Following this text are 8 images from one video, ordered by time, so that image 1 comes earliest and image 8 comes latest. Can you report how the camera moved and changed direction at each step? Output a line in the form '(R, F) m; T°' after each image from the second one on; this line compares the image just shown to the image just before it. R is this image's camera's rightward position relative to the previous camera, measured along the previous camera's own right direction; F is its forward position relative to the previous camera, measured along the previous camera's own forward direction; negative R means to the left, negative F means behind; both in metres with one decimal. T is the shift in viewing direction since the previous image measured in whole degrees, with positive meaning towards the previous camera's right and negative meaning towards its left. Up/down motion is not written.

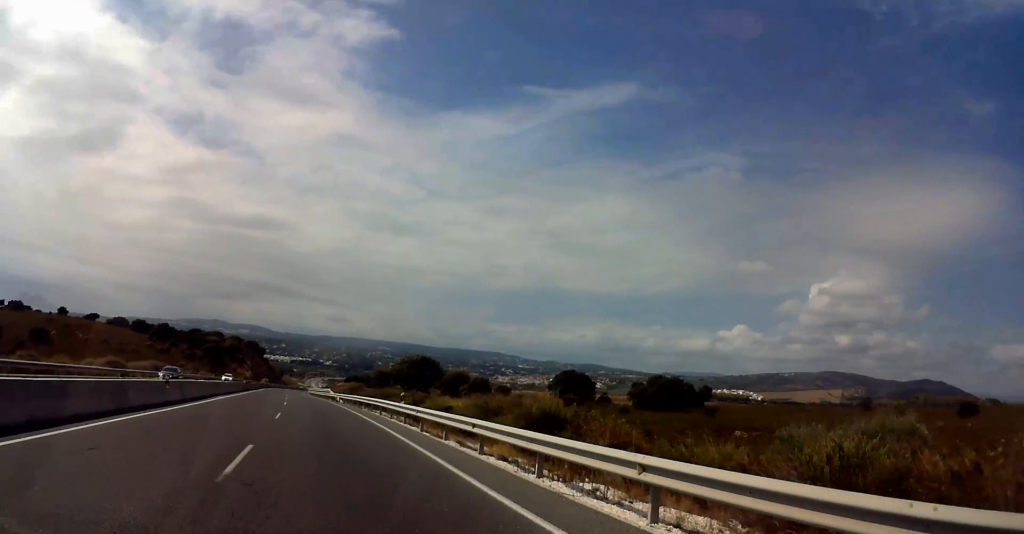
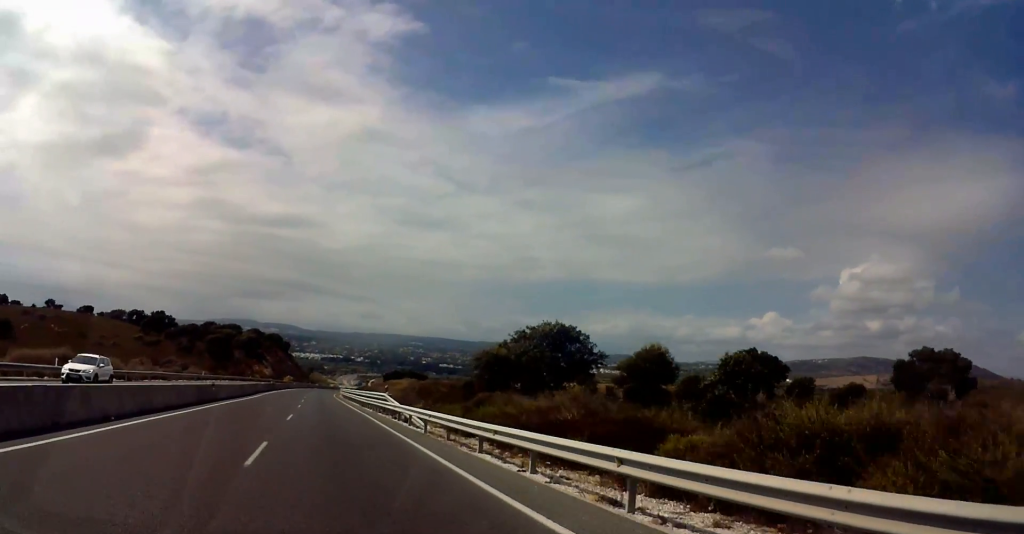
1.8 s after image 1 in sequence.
(0.0, +38.4) m; -1°
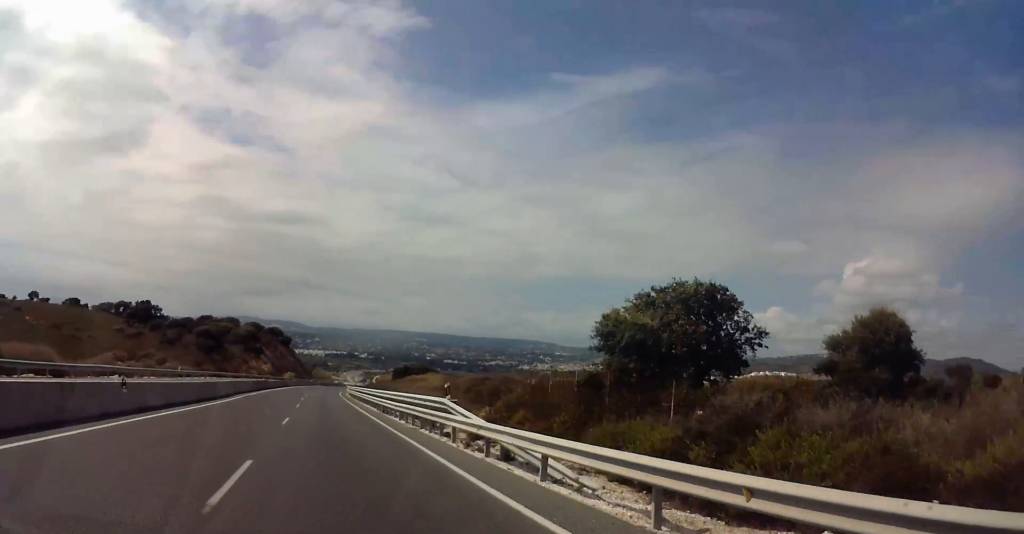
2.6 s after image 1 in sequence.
(-0.3, +16.7) m; -1°
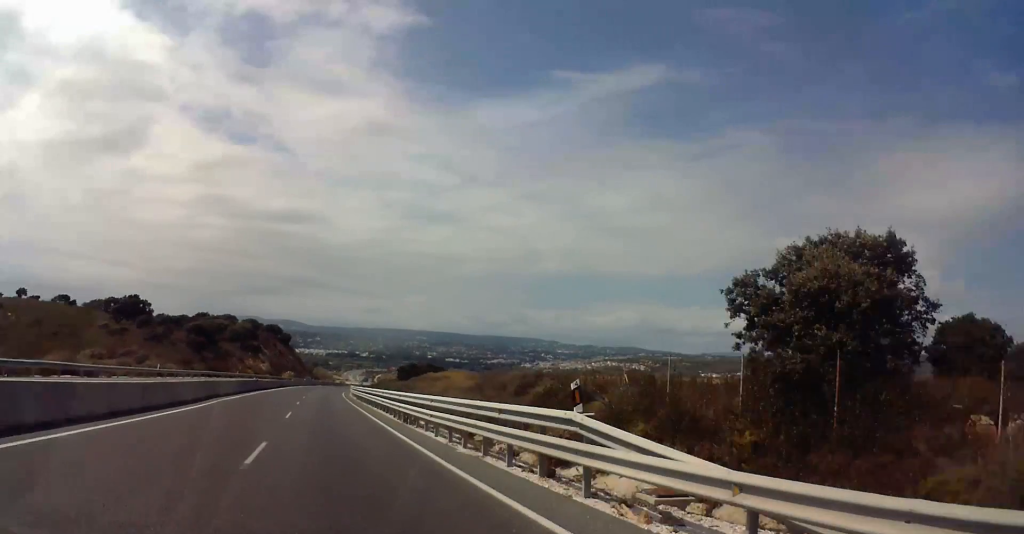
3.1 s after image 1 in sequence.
(-0.1, +10.1) m; 0°
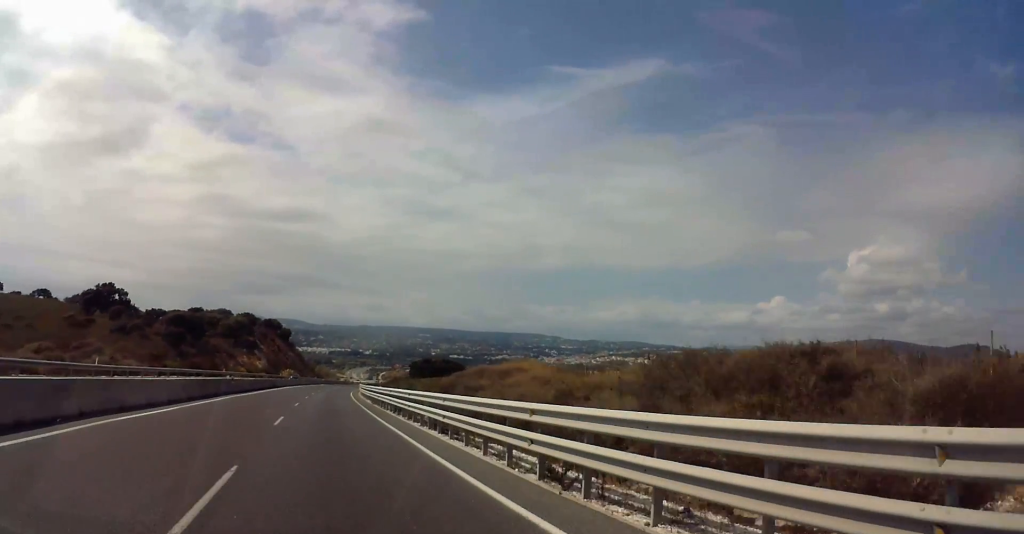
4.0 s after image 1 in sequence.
(0.0, +18.6) m; 0°
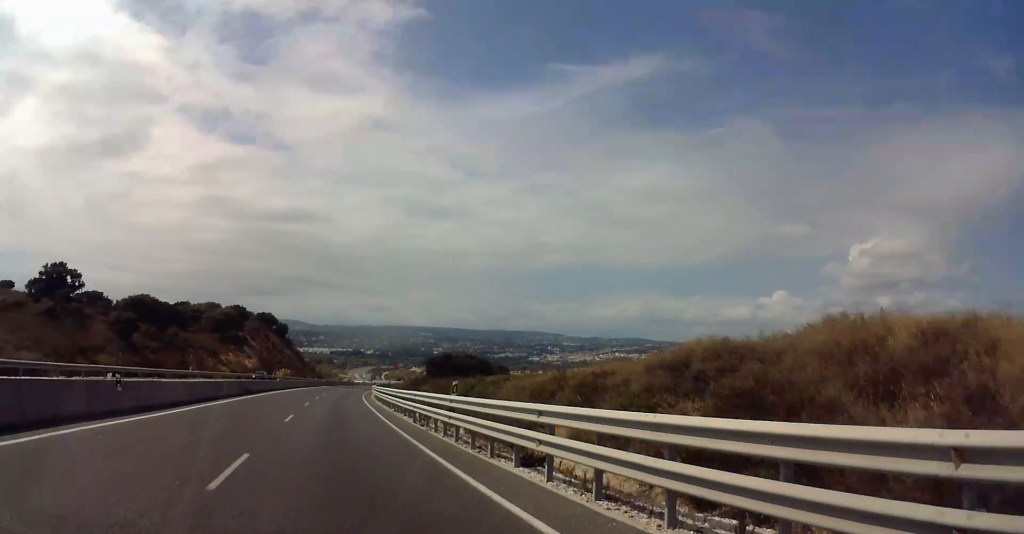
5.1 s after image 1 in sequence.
(0.0, +23.1) m; 0°
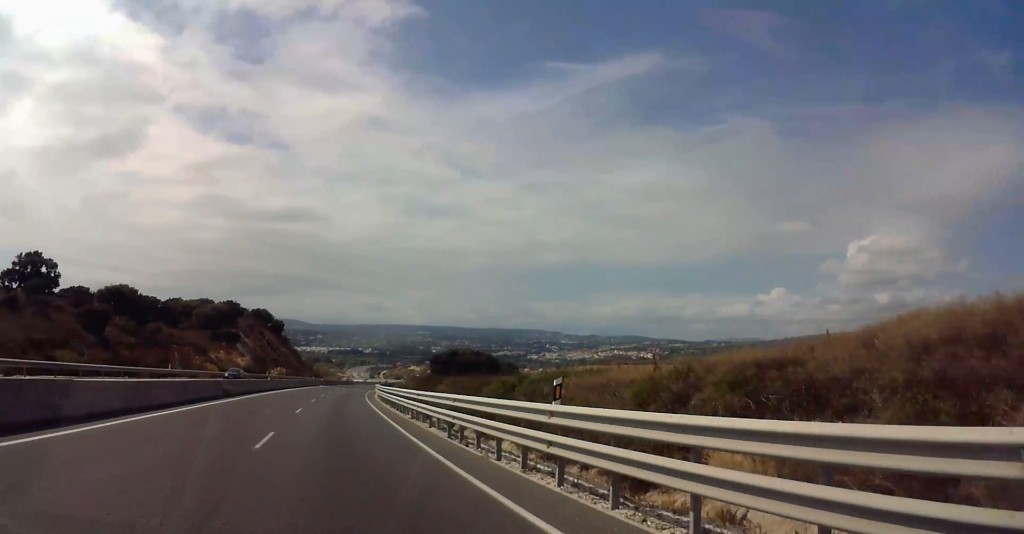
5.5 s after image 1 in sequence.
(0.0, +9.4) m; 0°
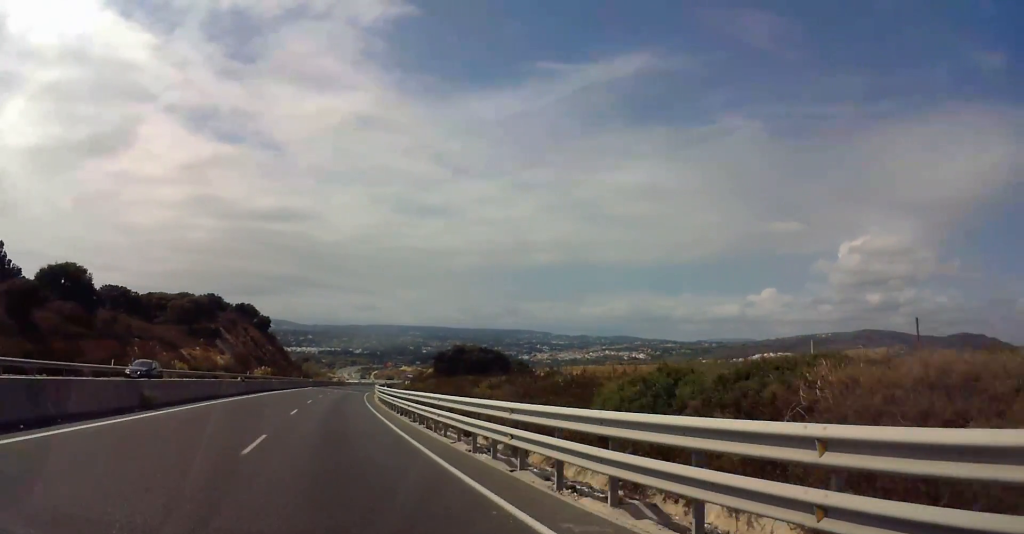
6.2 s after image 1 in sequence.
(0.0, +13.8) m; 0°
